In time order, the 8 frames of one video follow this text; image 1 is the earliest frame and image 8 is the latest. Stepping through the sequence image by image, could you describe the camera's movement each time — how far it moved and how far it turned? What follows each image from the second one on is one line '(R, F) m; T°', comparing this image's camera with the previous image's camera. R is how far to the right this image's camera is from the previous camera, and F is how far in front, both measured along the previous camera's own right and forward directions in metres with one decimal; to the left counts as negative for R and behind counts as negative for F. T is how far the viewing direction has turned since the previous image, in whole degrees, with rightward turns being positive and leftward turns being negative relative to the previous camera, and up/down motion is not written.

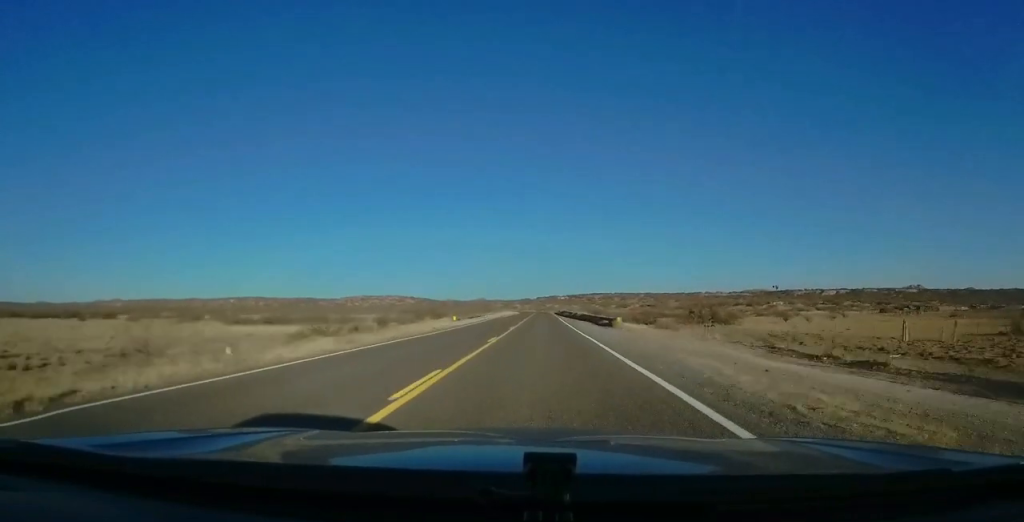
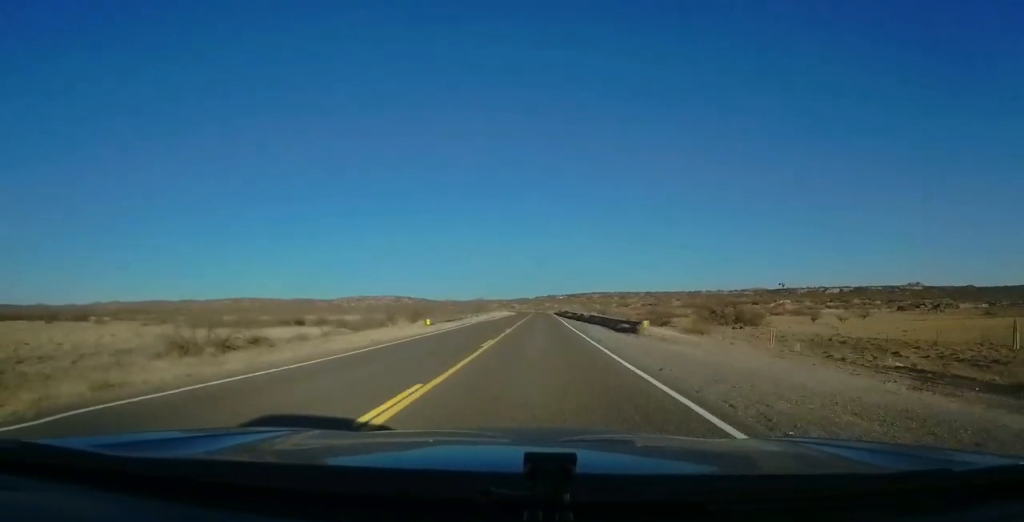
(0.0, +13.6) m; 0°
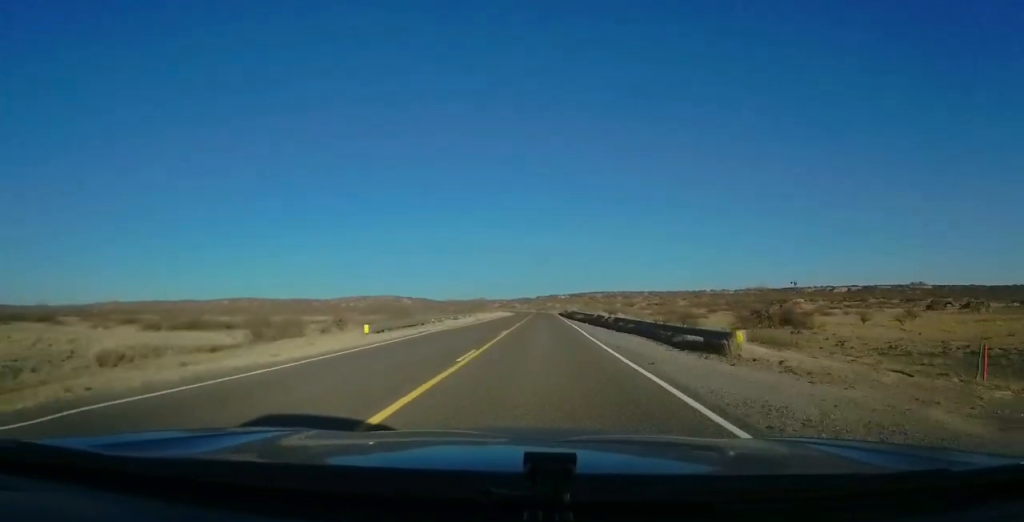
(-0.1, +17.6) m; +1°
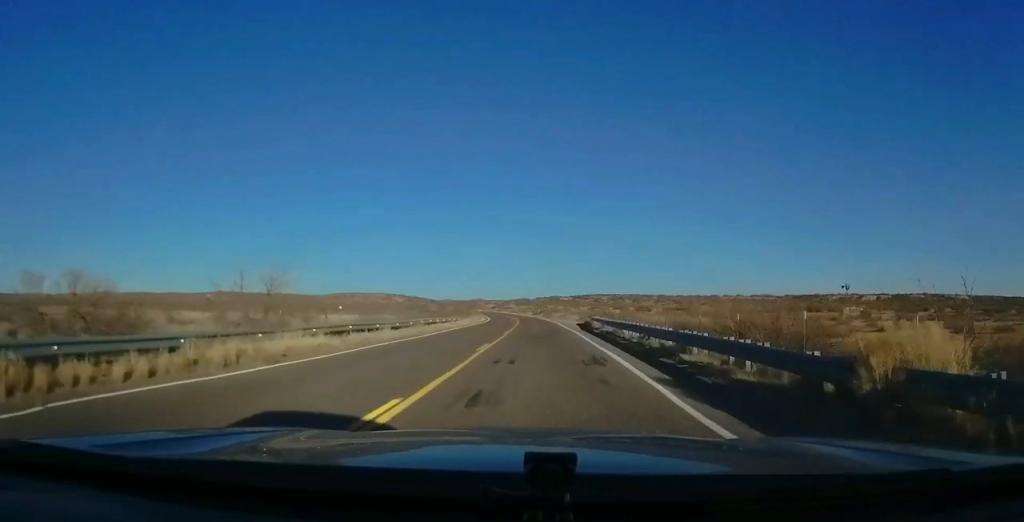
(-0.4, +69.4) m; -1°
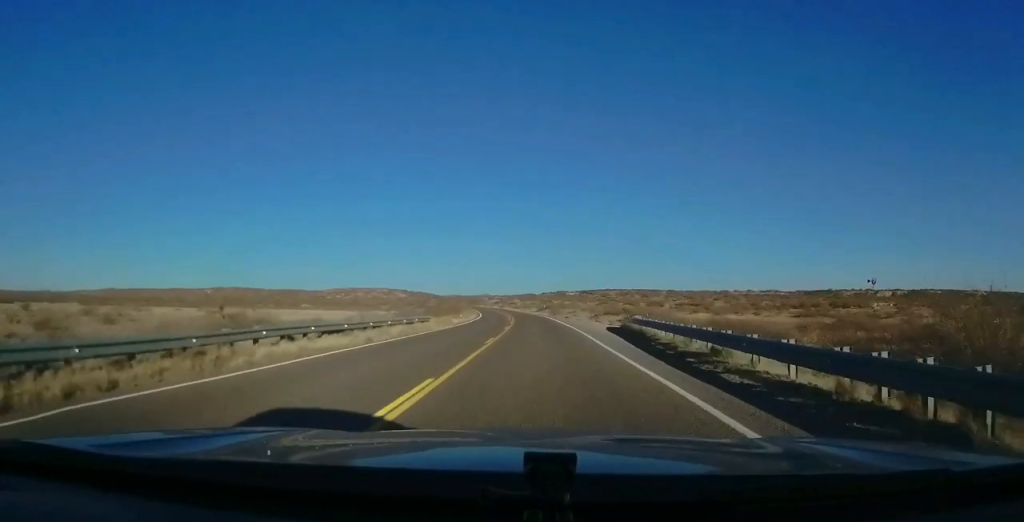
(0.0, +22.4) m; 0°
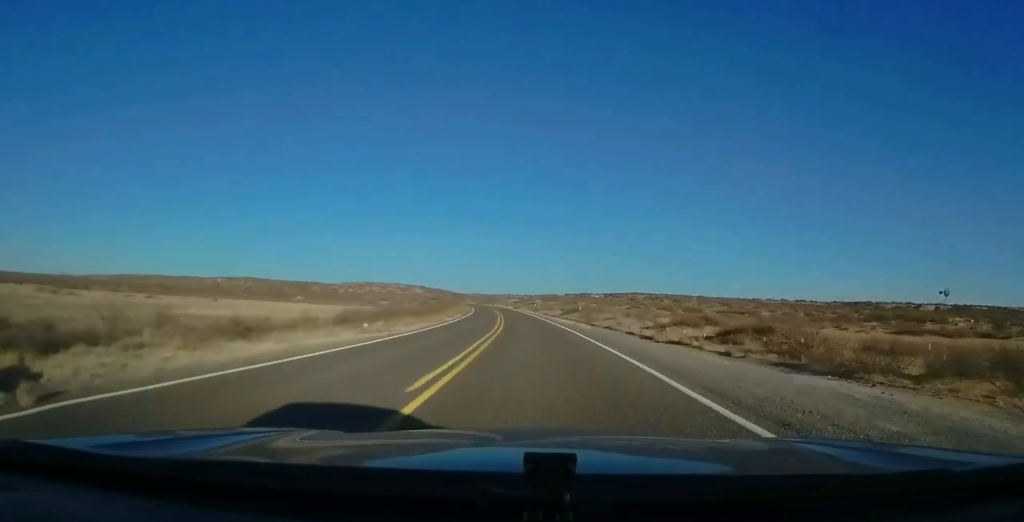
(-0.7, +45.0) m; -3°
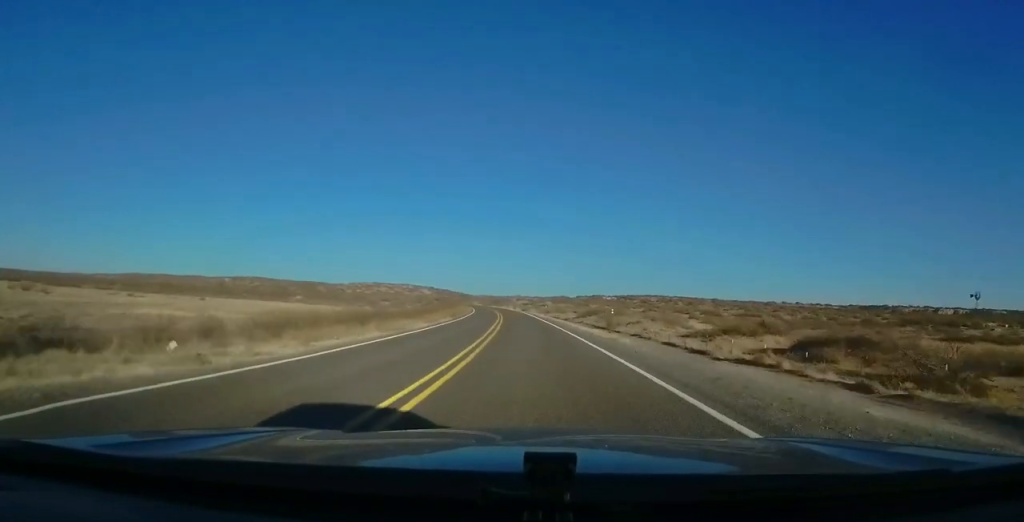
(-0.2, +15.6) m; -1°
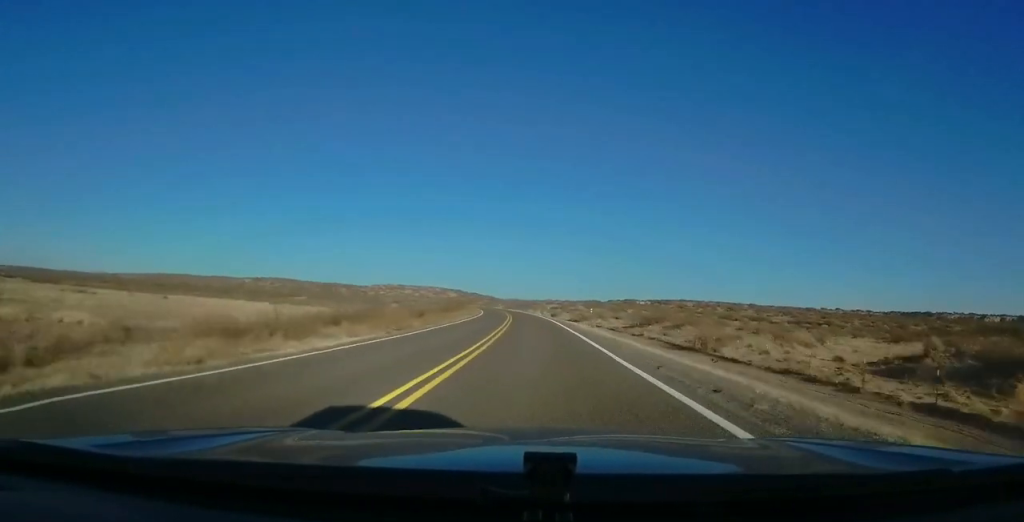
(-1.0, +34.2) m; -2°
